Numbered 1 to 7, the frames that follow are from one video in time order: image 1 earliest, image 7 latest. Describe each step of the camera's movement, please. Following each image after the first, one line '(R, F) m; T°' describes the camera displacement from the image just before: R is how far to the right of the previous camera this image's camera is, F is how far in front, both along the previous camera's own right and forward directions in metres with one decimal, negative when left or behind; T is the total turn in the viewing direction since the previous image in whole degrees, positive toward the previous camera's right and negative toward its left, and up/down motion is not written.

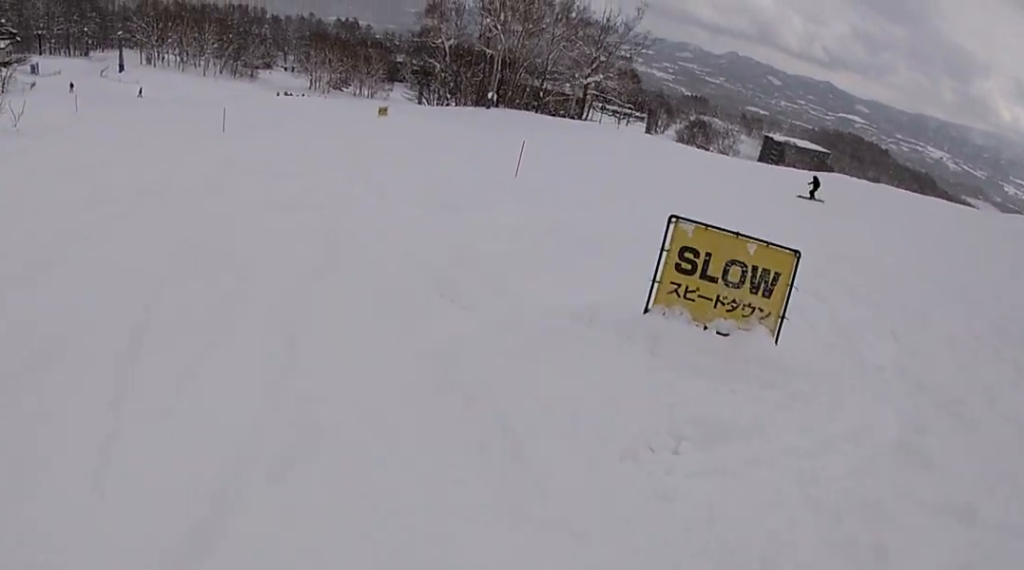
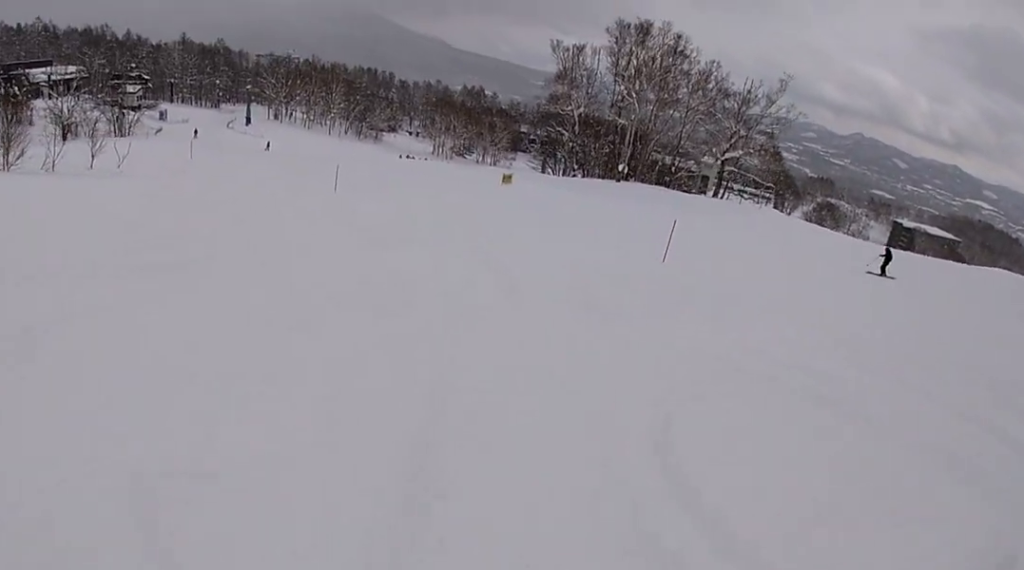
(-0.2, +4.1) m; -10°
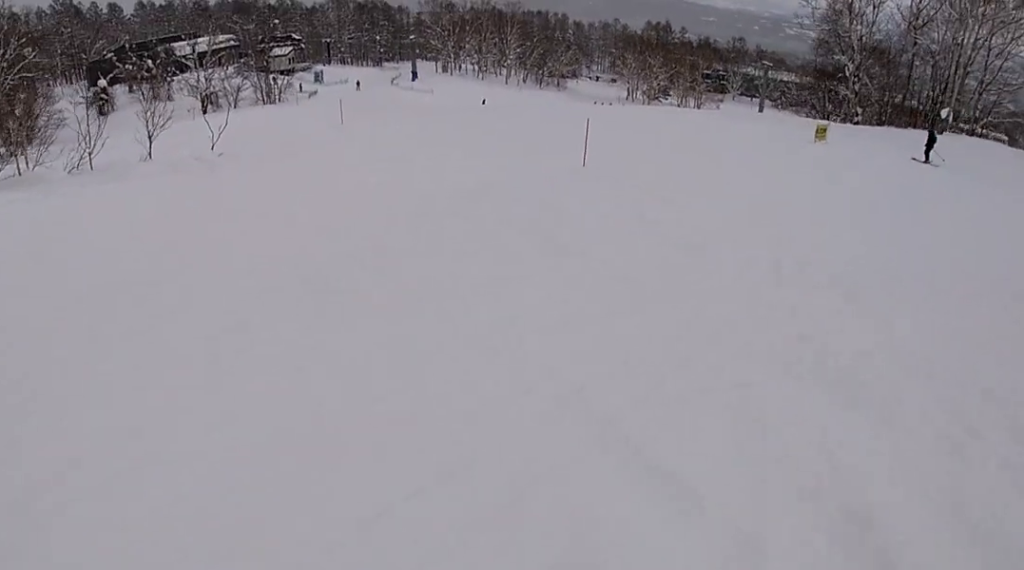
(-3.8, +17.0) m; -25°
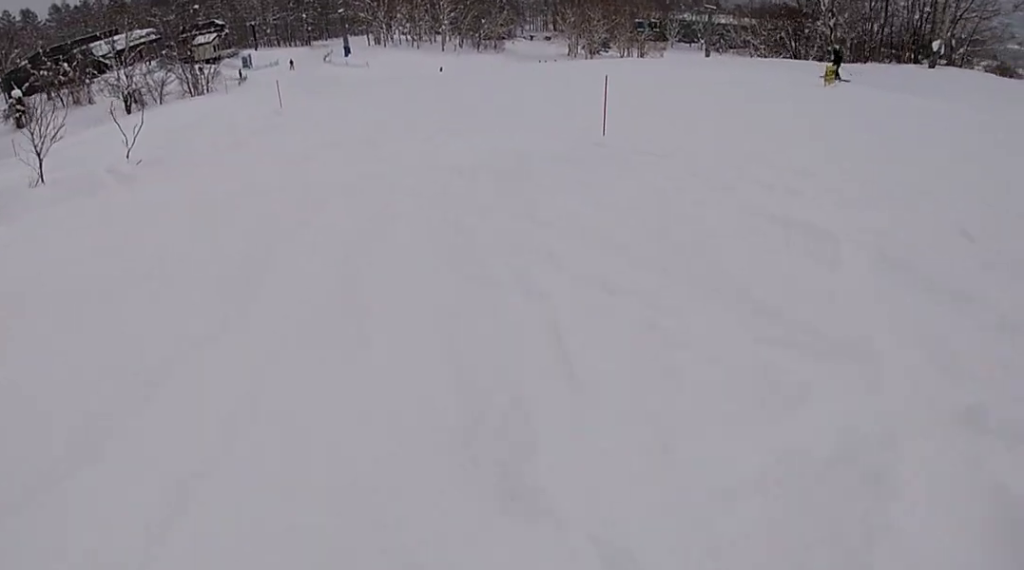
(-0.8, +5.4) m; -5°
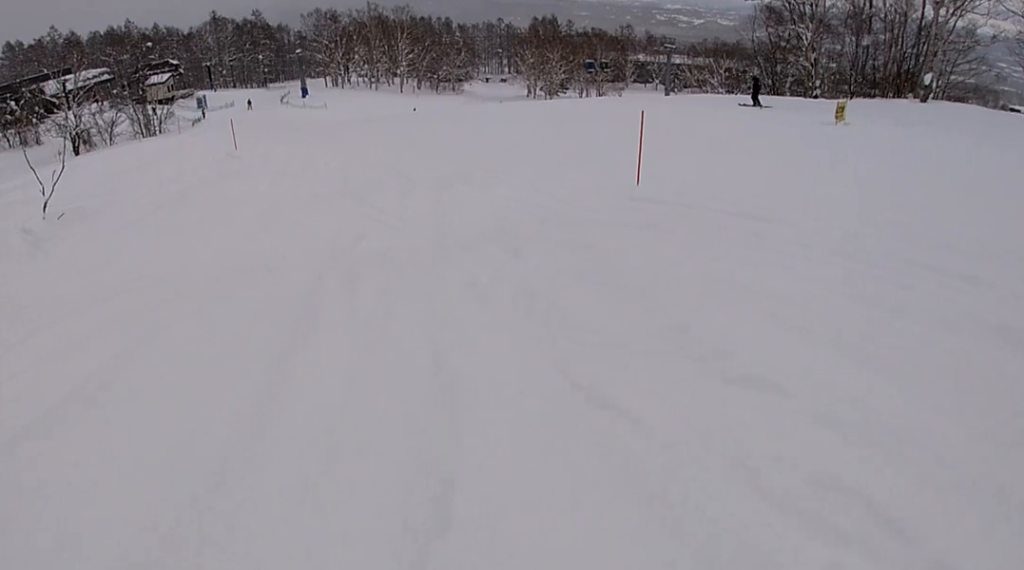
(-0.2, +4.0) m; -2°
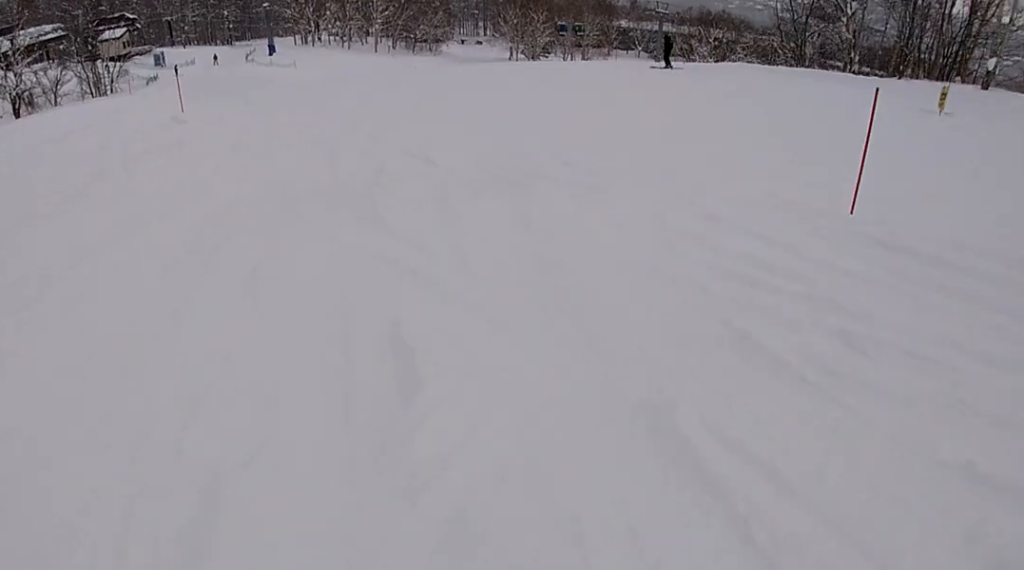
(0.0, +6.8) m; +7°
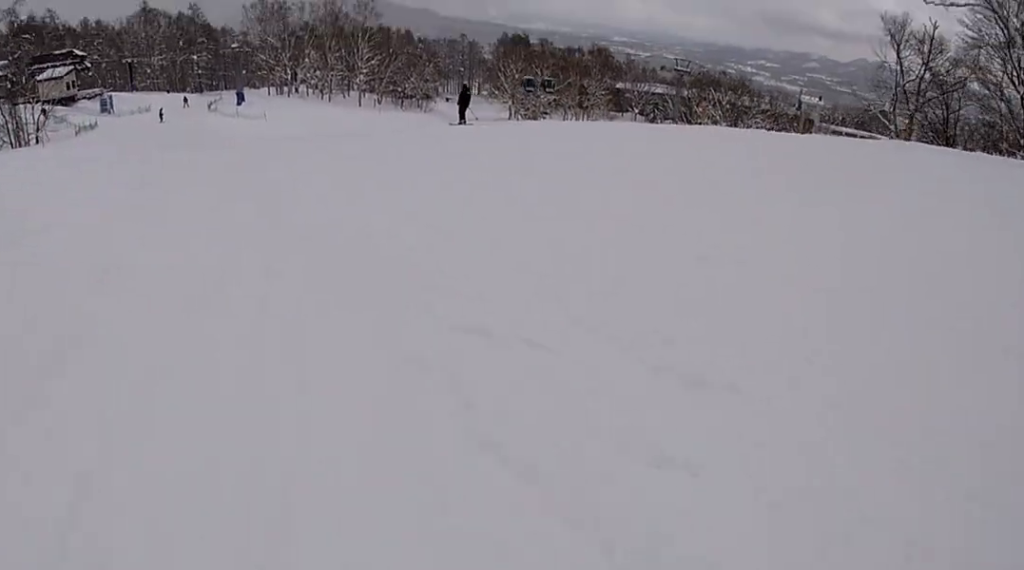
(+2.7, +15.4) m; +11°
